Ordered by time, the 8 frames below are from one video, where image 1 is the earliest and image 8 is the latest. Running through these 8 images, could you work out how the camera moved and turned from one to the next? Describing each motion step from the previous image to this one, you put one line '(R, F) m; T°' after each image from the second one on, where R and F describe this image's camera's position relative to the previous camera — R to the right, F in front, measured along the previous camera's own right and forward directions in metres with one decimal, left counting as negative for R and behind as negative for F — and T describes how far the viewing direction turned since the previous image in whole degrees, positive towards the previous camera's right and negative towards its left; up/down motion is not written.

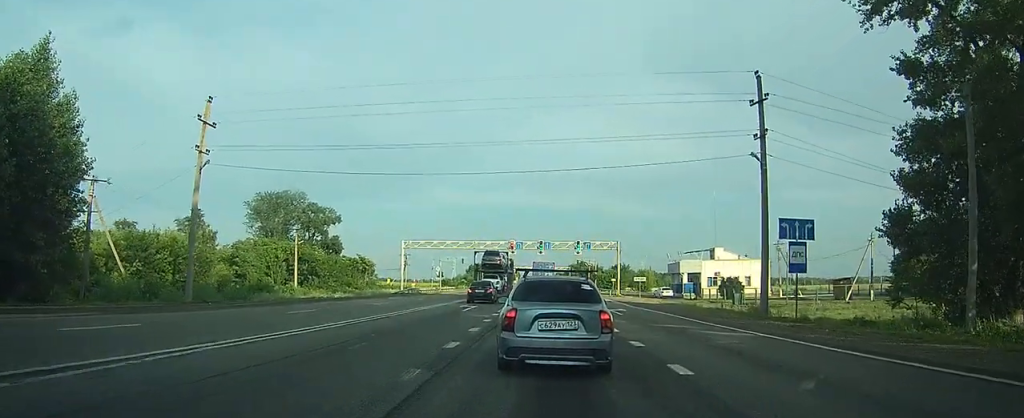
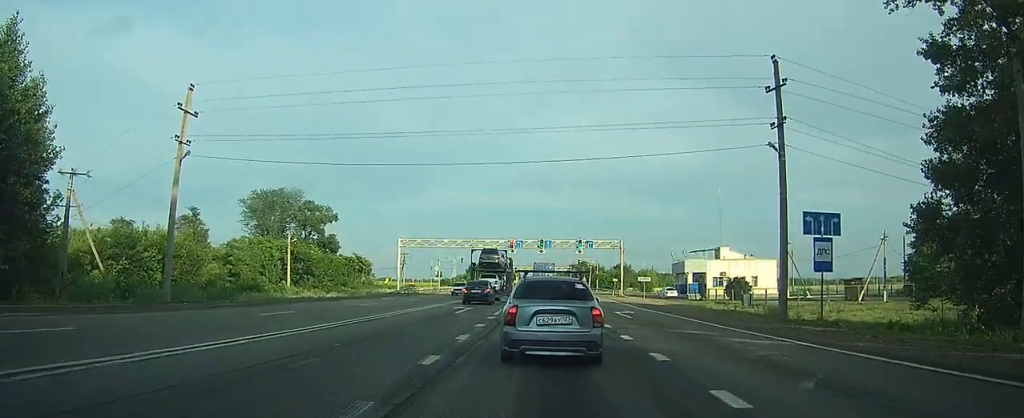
(0.0, +2.2) m; +1°
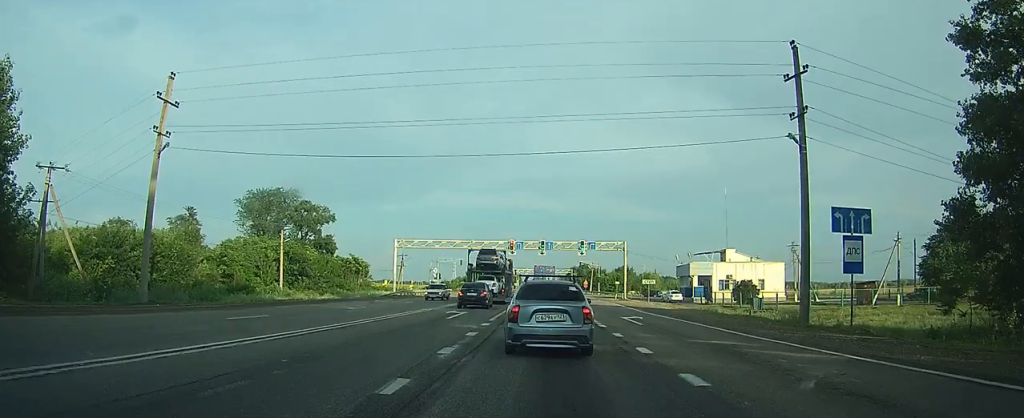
(0.0, +2.4) m; 0°
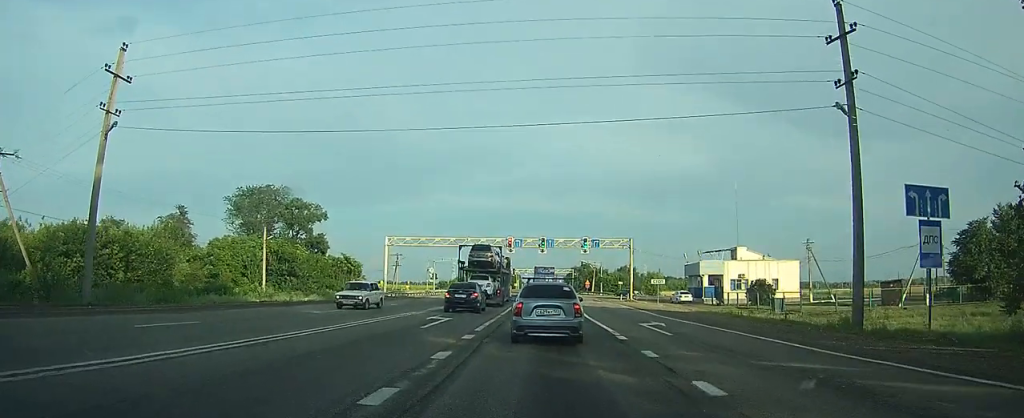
(0.0, +4.2) m; 0°
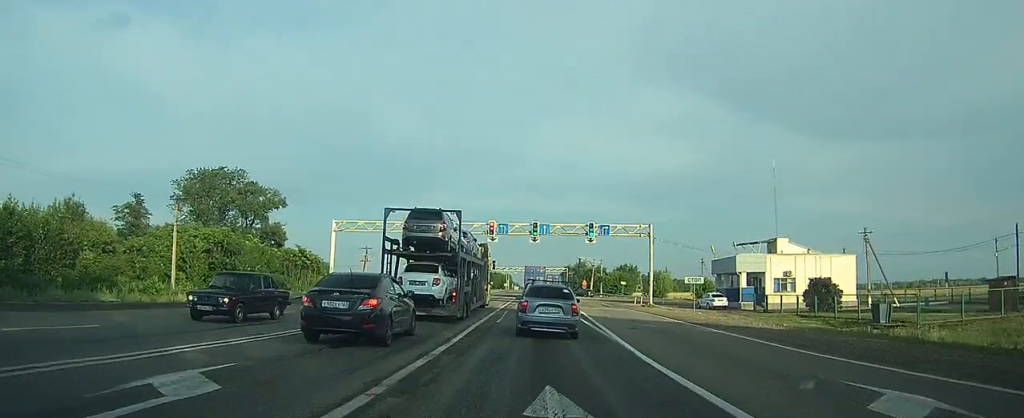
(+0.7, +13.5) m; +5°
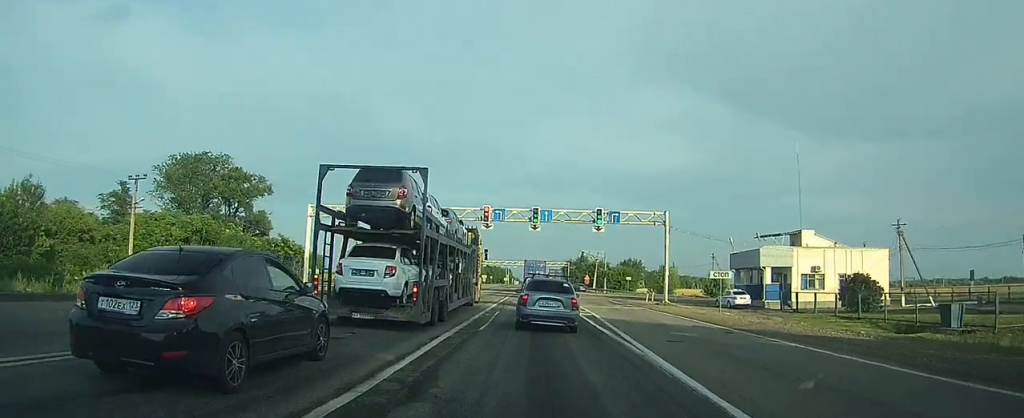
(0.0, +5.5) m; 0°
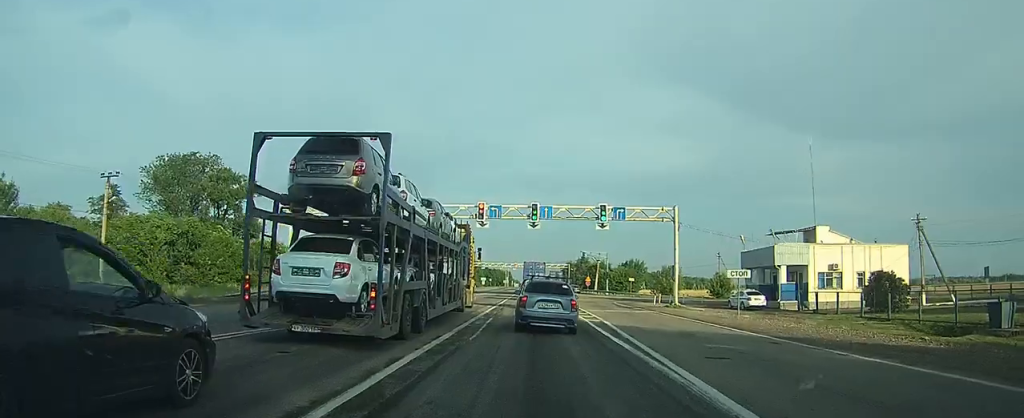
(0.0, +3.0) m; 0°
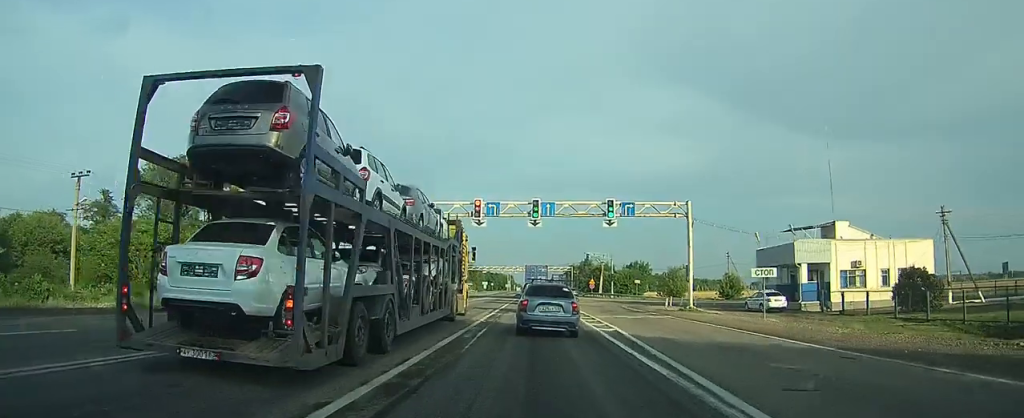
(0.0, +3.2) m; 0°
